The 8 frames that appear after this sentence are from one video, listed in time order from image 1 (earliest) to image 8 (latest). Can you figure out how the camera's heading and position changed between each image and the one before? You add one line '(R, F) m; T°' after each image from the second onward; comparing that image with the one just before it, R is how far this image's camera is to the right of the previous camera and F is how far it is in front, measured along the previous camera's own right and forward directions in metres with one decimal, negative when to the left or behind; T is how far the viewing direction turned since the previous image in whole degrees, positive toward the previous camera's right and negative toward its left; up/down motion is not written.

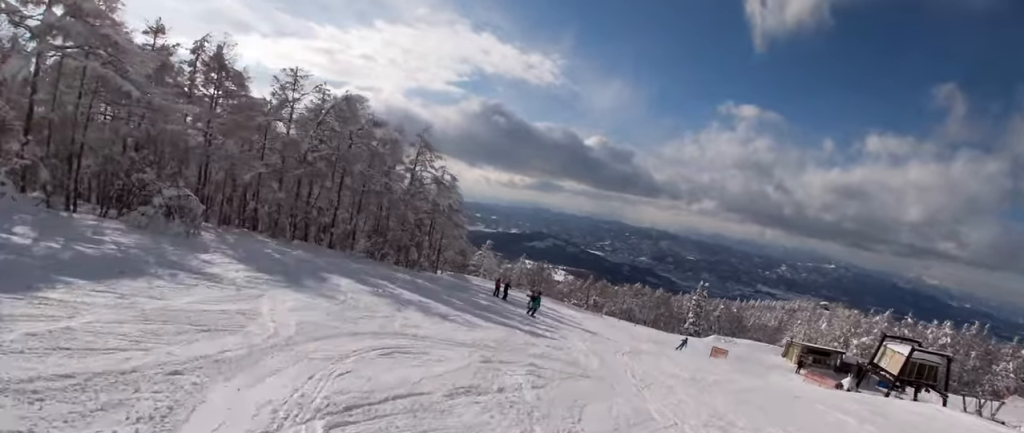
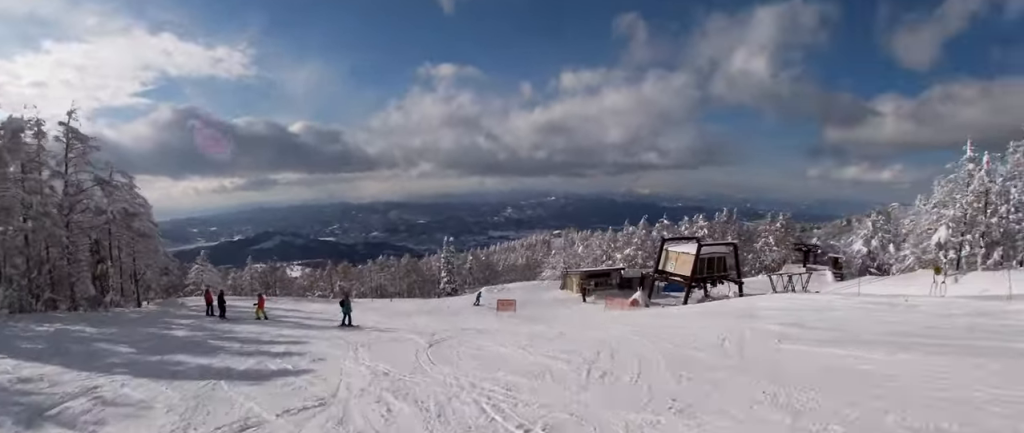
(+1.4, +9.9) m; +4°
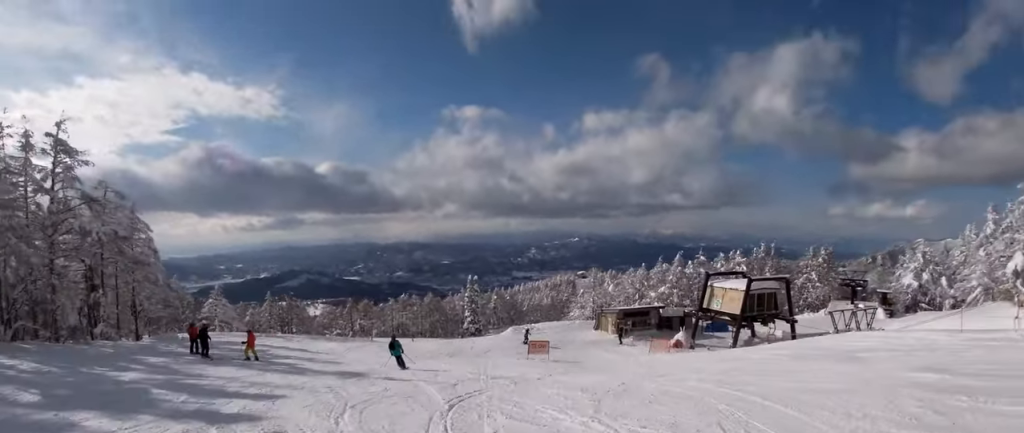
(-0.3, +4.7) m; -4°
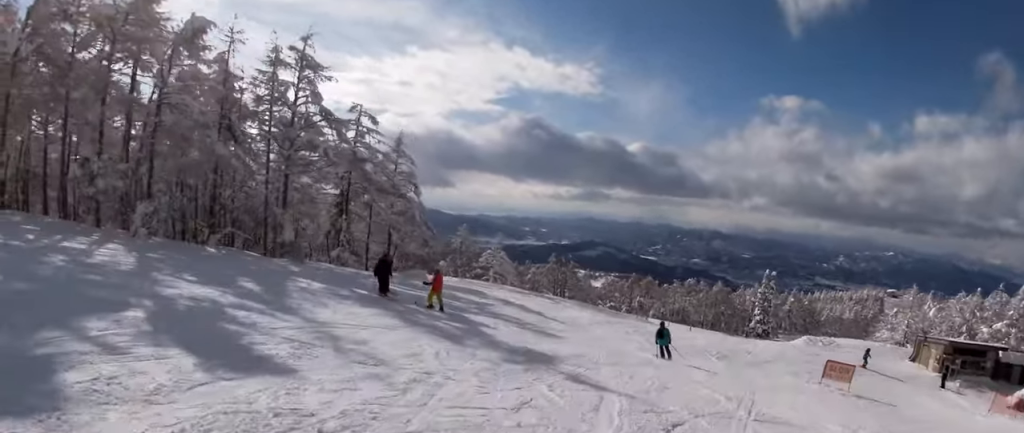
(-0.9, +7.7) m; -10°
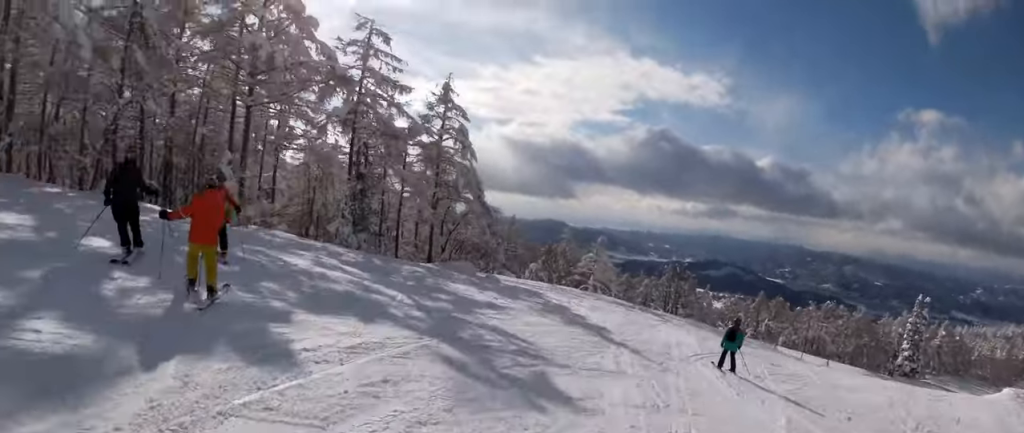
(-2.0, +12.2) m; -22°
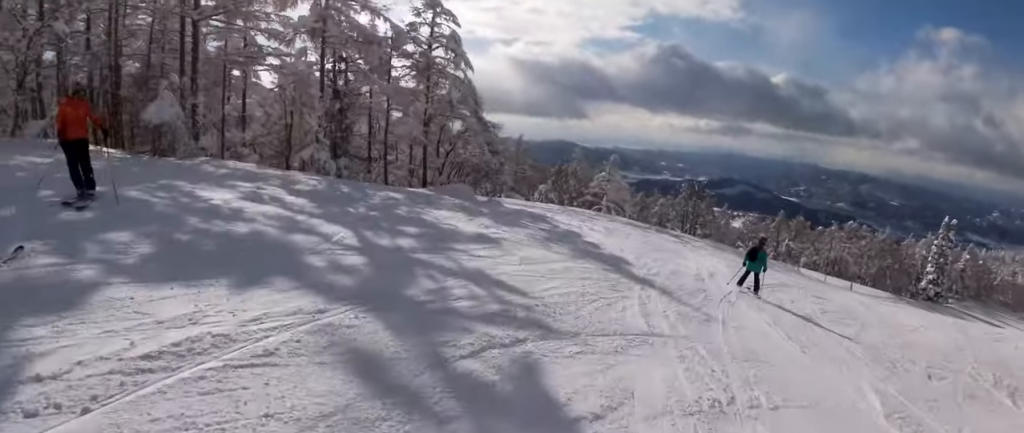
(-0.2, +3.1) m; +9°
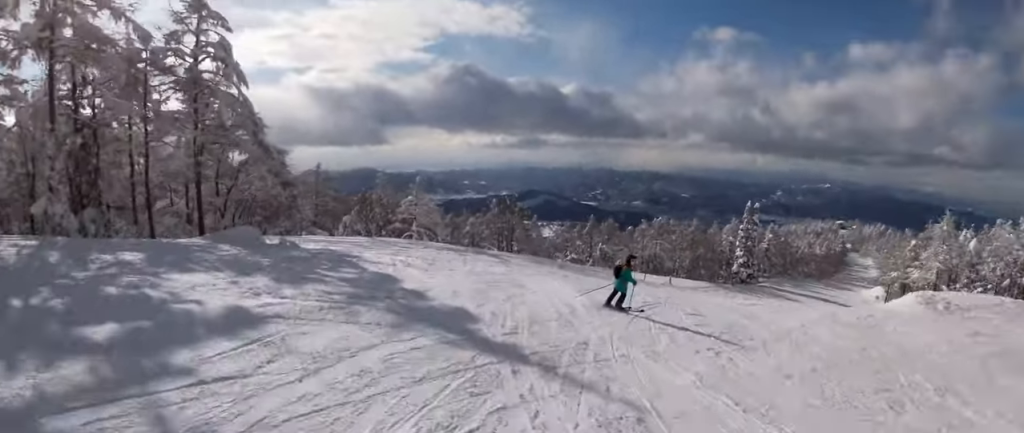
(-0.4, +4.2) m; +16°
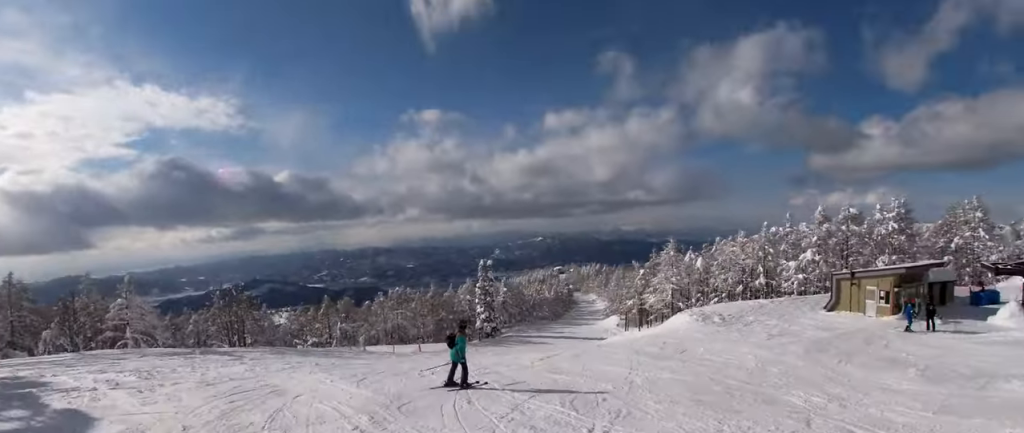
(+1.7, +4.0) m; +20°
